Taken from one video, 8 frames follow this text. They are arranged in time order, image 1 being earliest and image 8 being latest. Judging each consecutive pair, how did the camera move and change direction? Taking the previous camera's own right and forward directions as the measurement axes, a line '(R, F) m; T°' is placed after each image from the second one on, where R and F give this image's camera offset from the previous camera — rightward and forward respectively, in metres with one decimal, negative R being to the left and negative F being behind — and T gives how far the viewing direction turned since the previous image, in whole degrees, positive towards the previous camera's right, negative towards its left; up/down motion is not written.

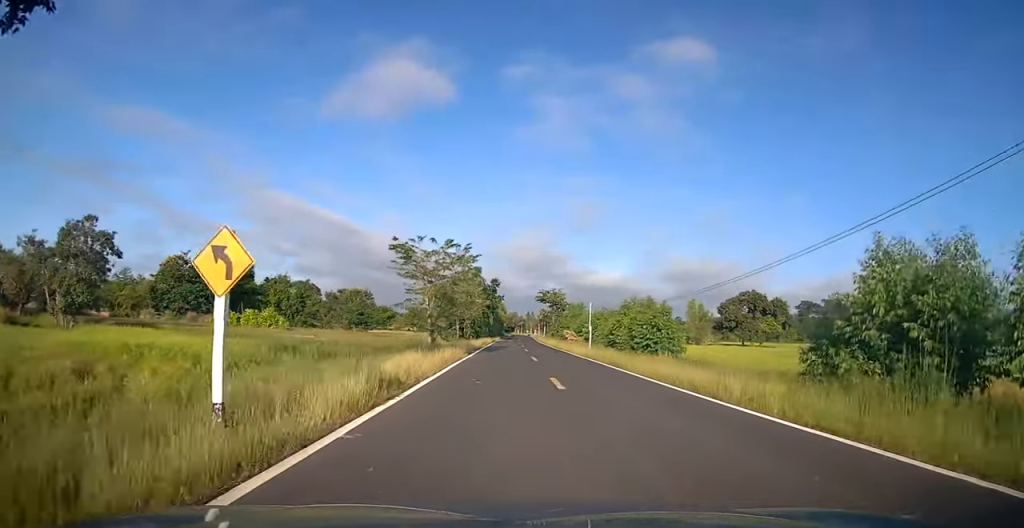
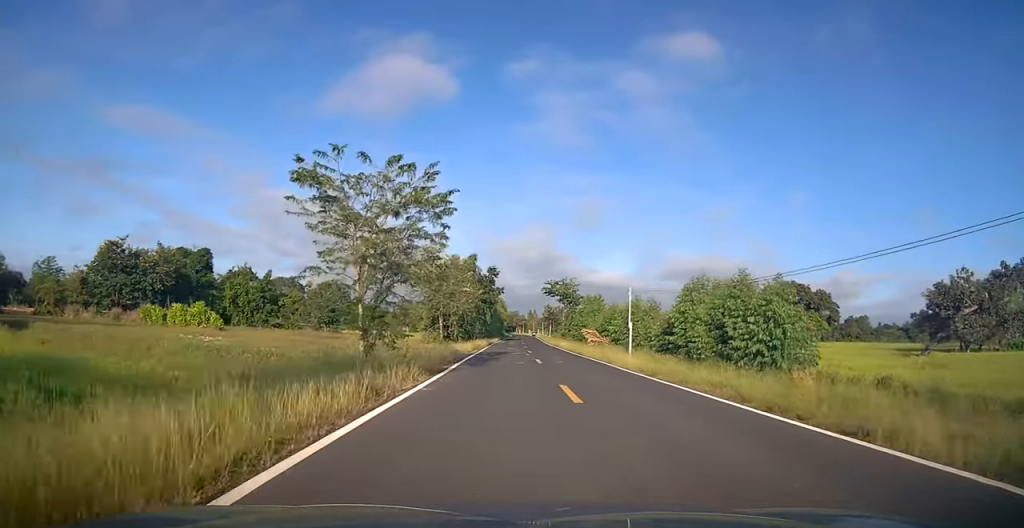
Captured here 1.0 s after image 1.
(0.0, +14.5) m; 0°
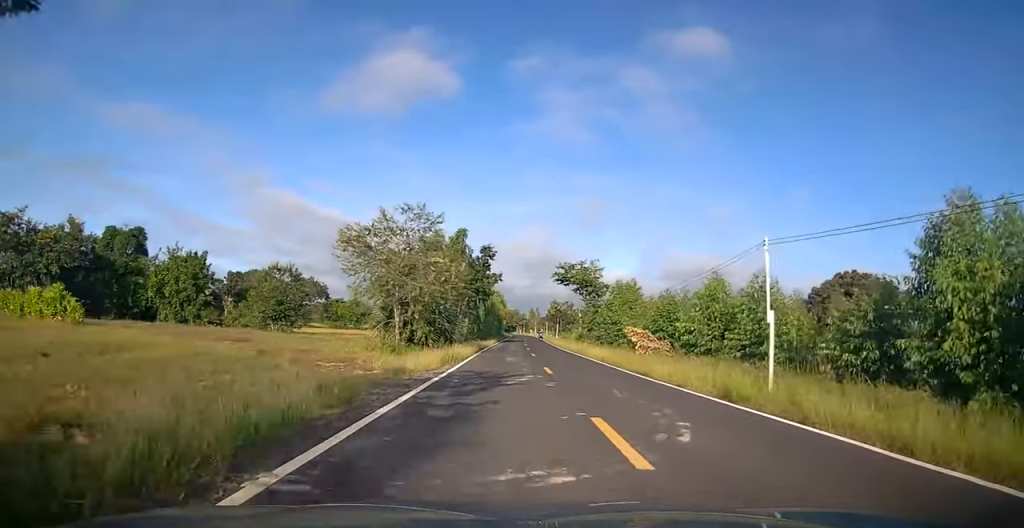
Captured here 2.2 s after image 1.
(0.0, +16.7) m; 0°
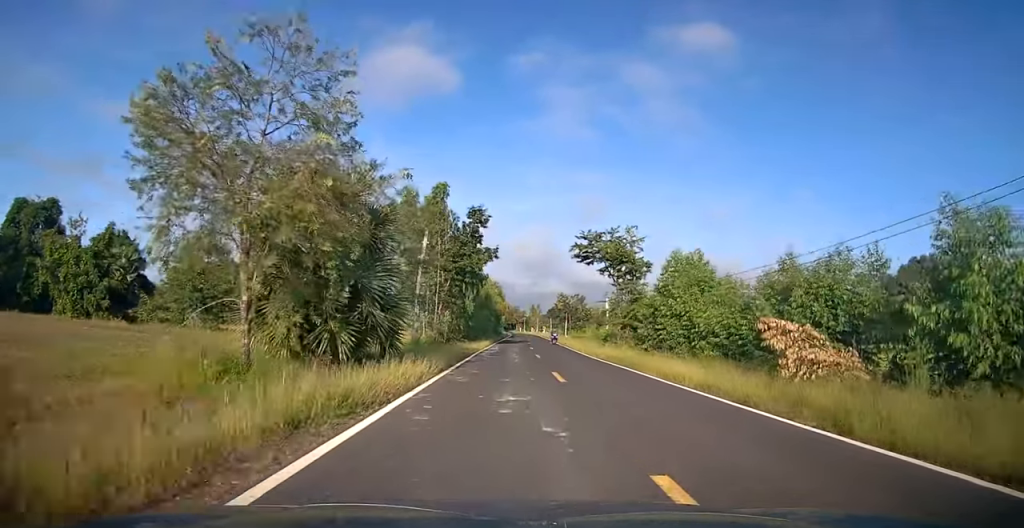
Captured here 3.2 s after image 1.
(-0.1, +15.3) m; 0°
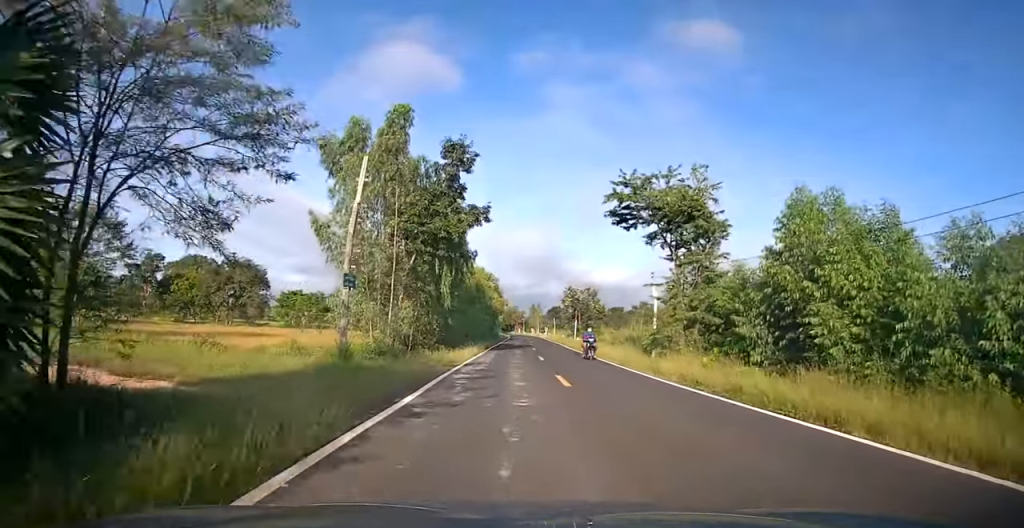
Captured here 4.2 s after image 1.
(+0.1, +13.1) m; 0°
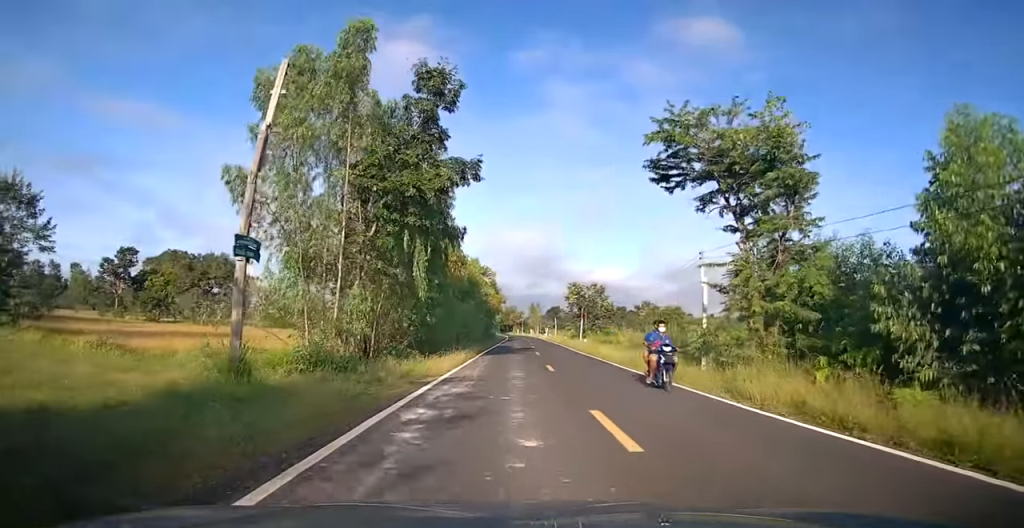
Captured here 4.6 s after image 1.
(0.0, +6.9) m; 0°
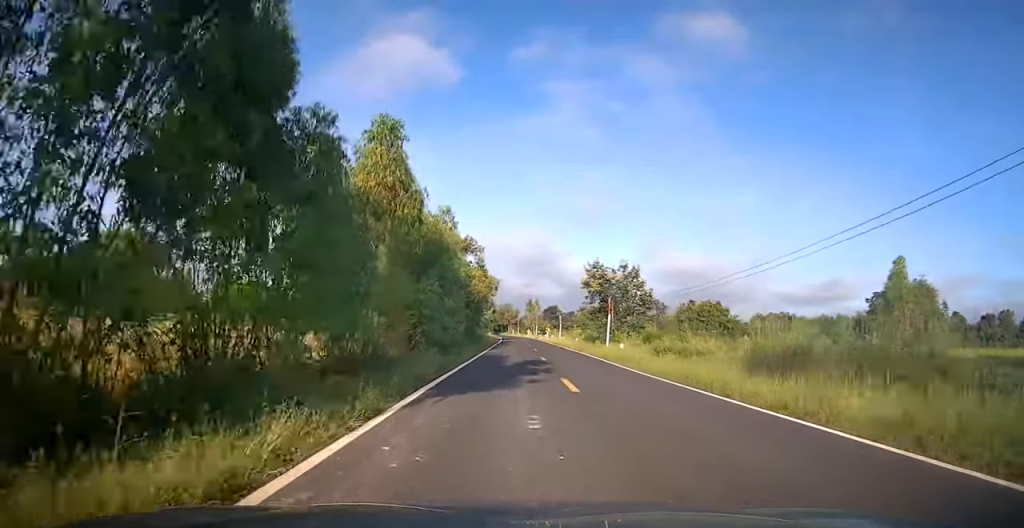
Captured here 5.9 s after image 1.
(0.0, +18.6) m; +1°
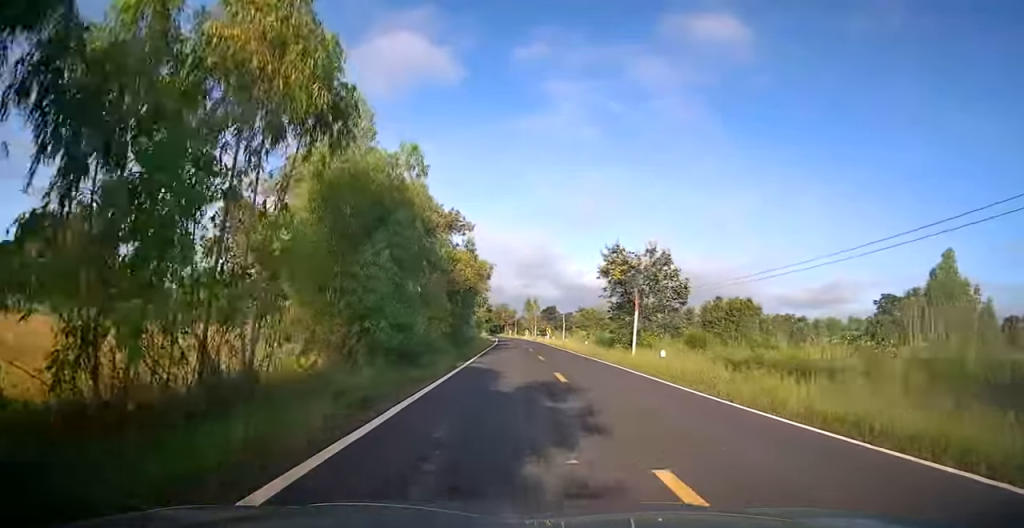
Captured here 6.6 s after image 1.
(+0.1, +9.7) m; 0°
